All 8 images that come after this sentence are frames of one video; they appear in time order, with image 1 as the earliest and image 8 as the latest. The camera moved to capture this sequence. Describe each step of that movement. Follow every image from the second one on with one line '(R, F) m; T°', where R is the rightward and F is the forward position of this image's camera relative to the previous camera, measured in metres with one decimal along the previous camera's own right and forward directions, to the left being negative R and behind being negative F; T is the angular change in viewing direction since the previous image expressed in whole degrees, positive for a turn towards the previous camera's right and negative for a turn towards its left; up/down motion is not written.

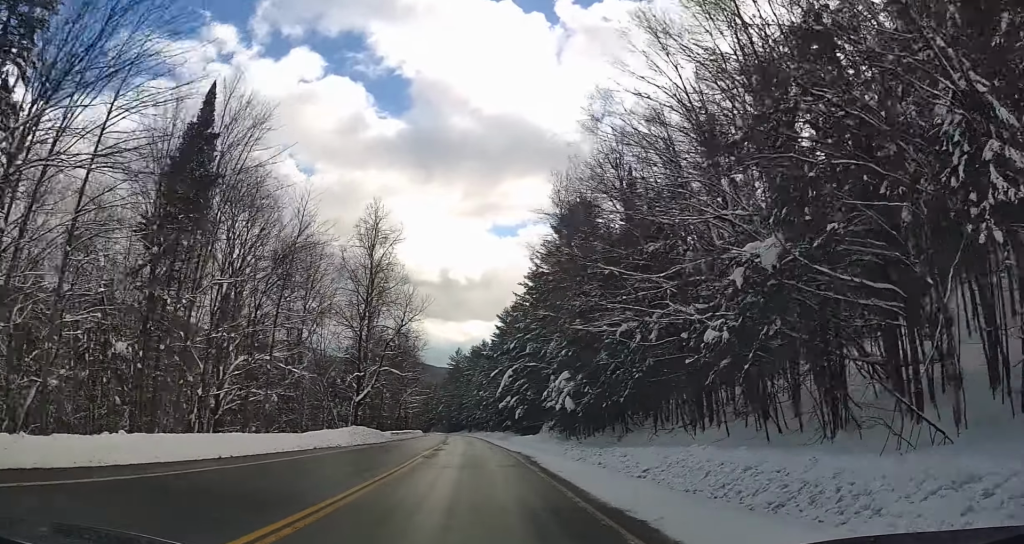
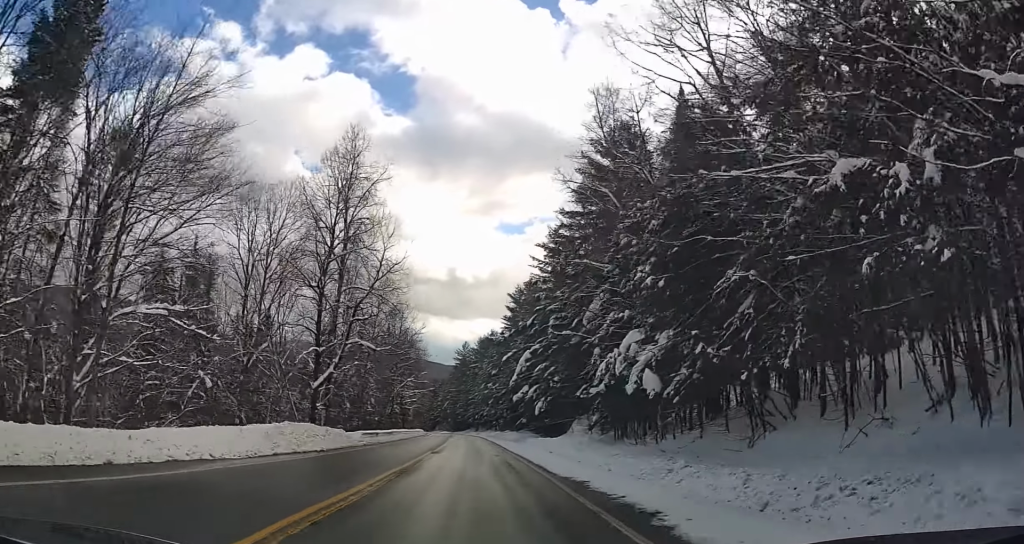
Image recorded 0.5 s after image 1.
(0.0, +14.4) m; 0°
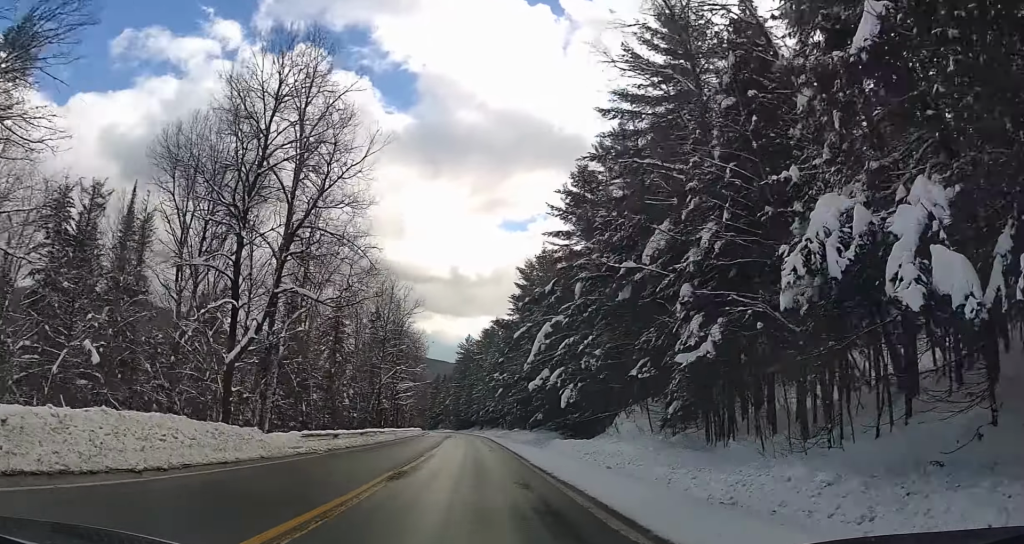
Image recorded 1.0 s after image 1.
(-0.1, +12.6) m; 0°
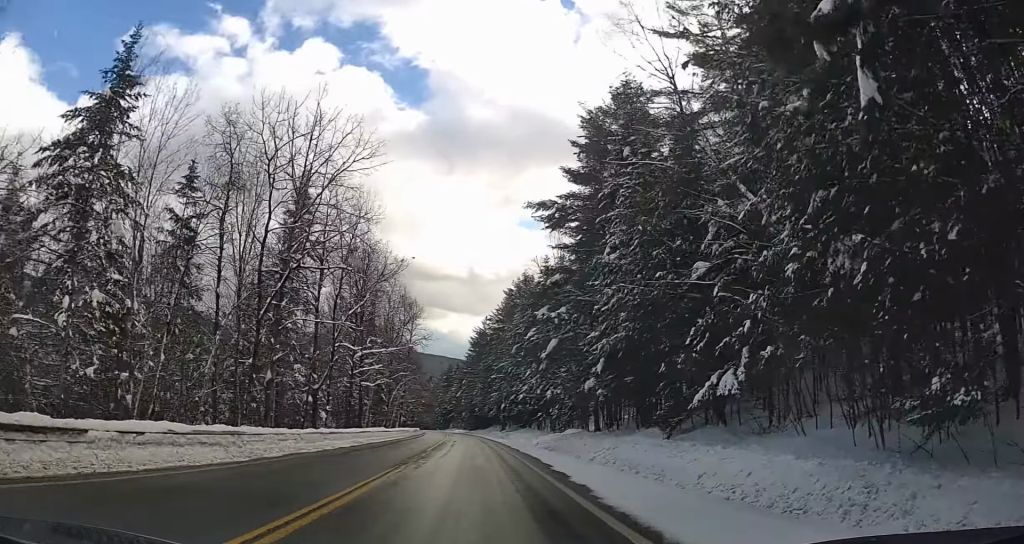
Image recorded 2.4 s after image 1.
(-0.4, +37.0) m; -1°
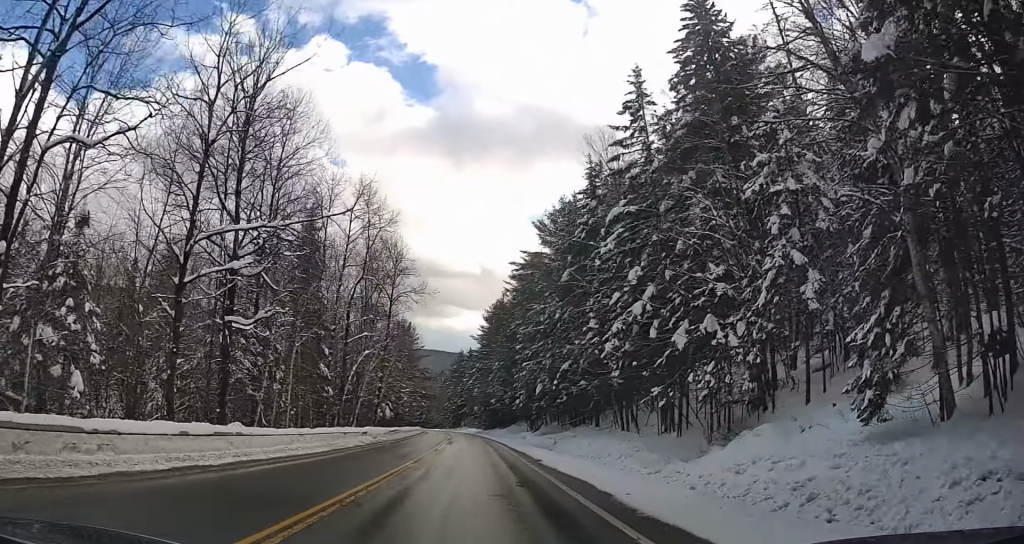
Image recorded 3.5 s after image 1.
(-0.4, +29.7) m; -2°
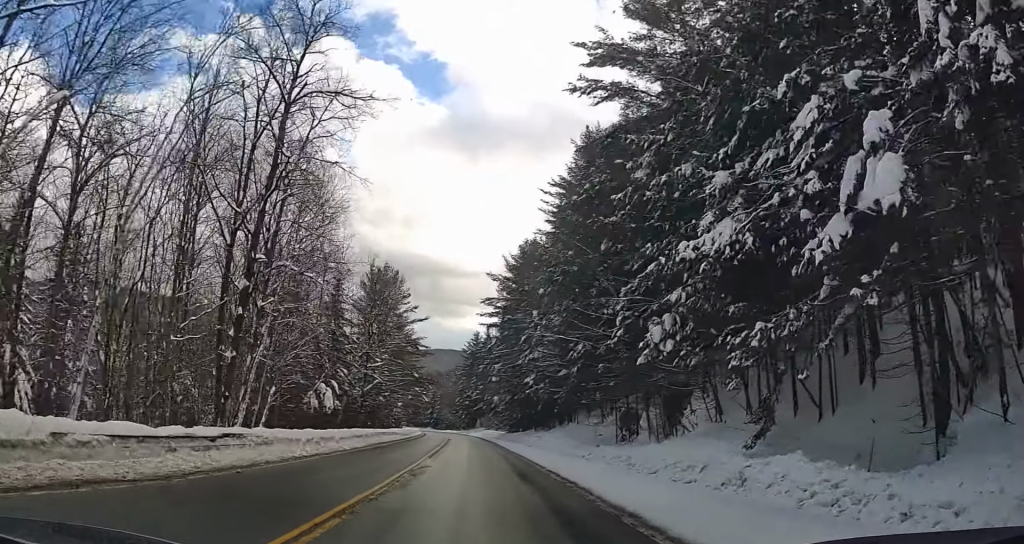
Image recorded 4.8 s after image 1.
(-0.6, +36.1) m; -1°
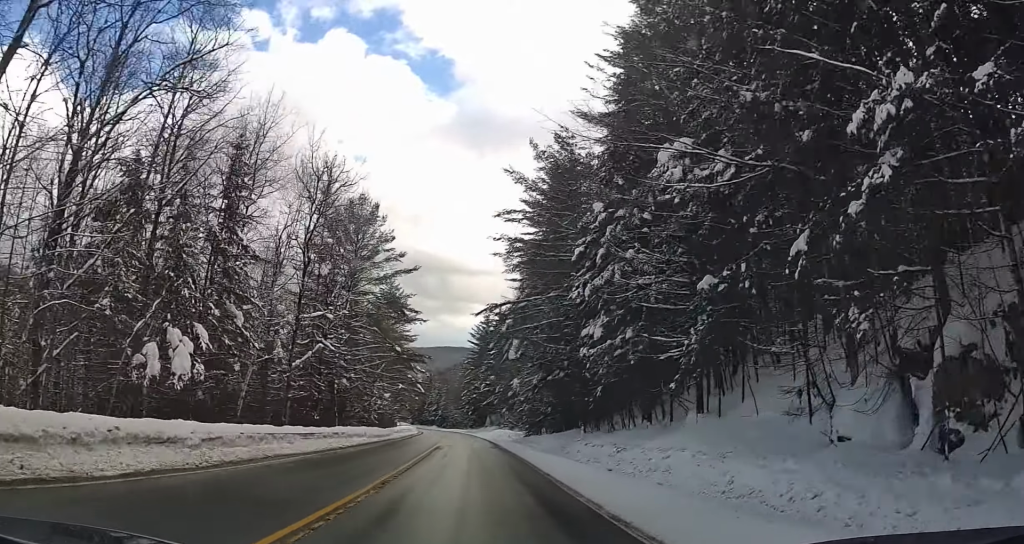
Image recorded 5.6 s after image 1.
(+0.2, +21.7) m; -2°
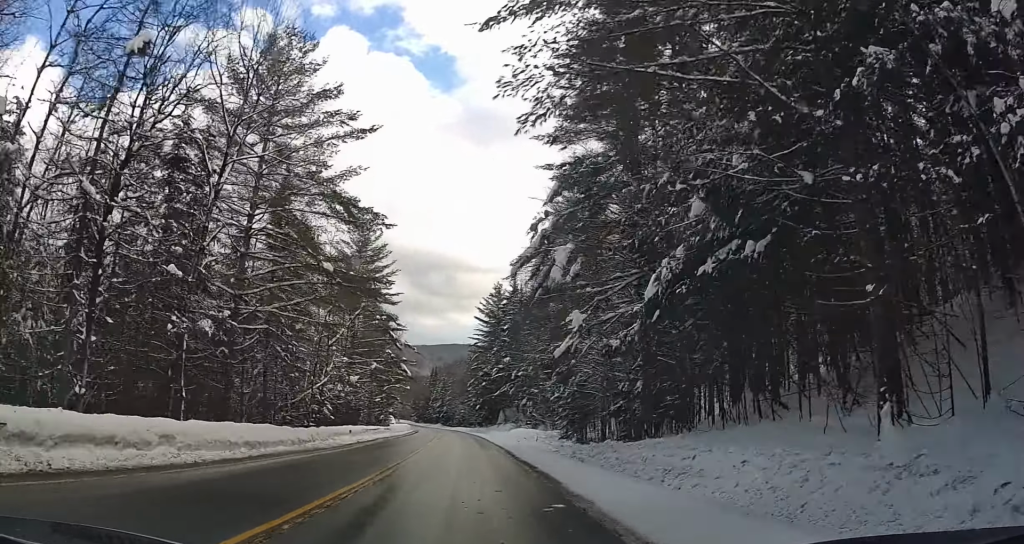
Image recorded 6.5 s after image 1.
(-0.8, +24.3) m; -2°
